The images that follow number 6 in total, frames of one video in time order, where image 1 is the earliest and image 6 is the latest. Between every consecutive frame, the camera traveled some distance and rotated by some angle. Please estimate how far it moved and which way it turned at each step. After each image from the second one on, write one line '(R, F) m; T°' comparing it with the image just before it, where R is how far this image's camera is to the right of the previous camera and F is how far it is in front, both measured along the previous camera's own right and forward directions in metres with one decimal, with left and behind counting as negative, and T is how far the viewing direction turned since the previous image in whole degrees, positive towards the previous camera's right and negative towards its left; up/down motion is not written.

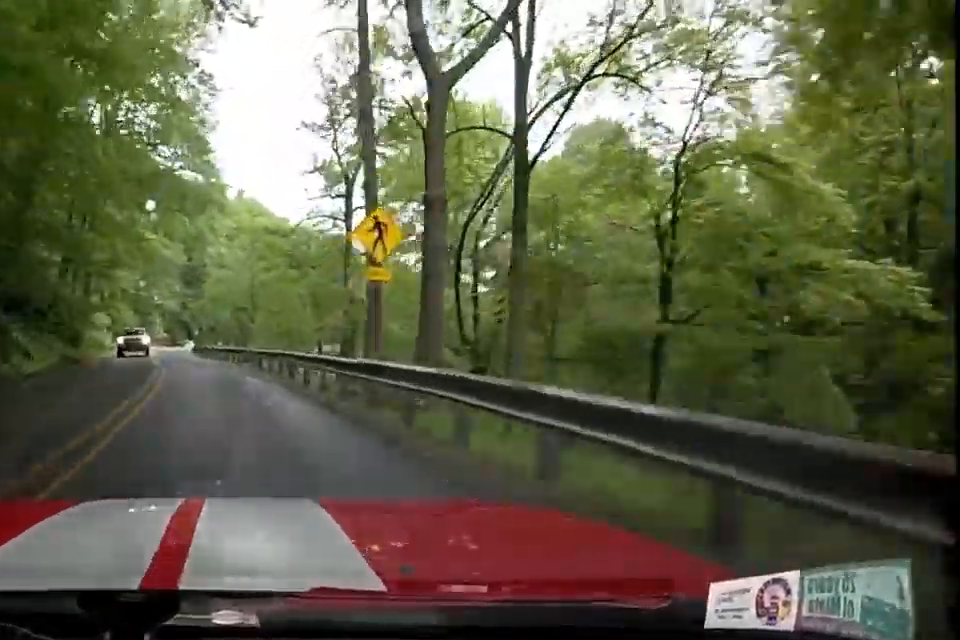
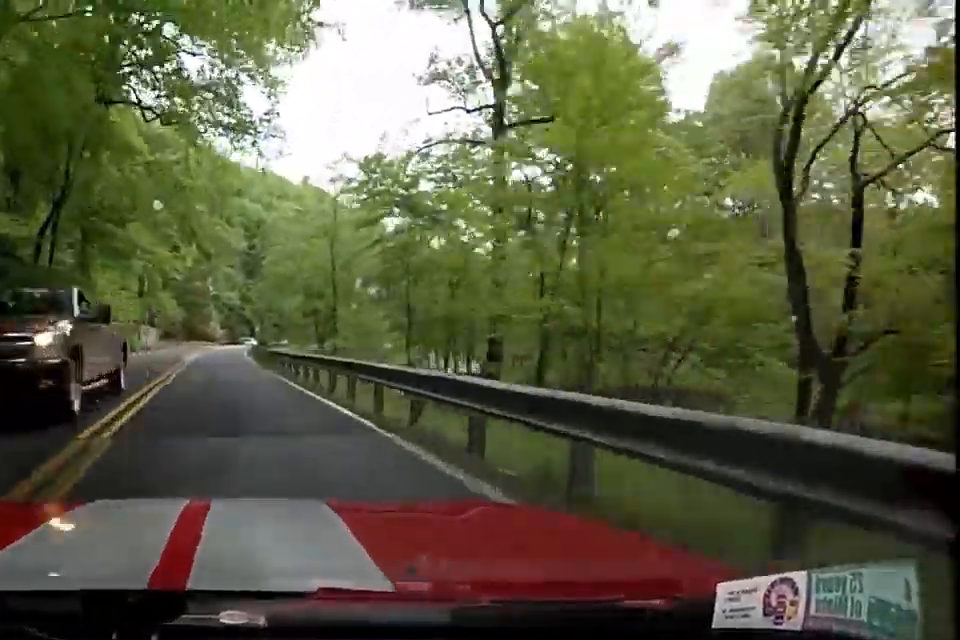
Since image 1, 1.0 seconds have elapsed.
(-0.3, +17.0) m; -1°
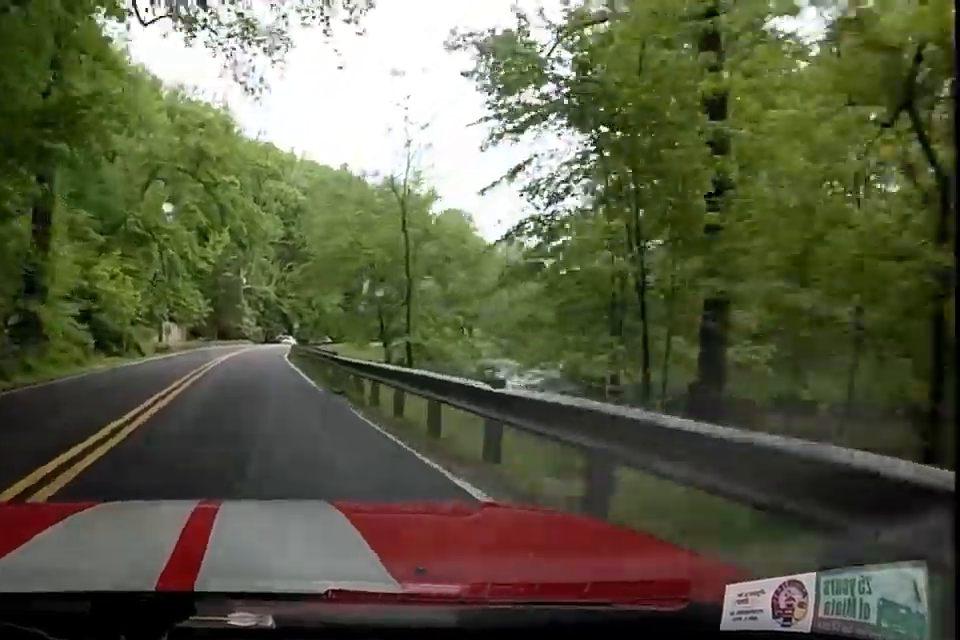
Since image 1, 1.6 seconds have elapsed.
(0.0, +11.6) m; -1°
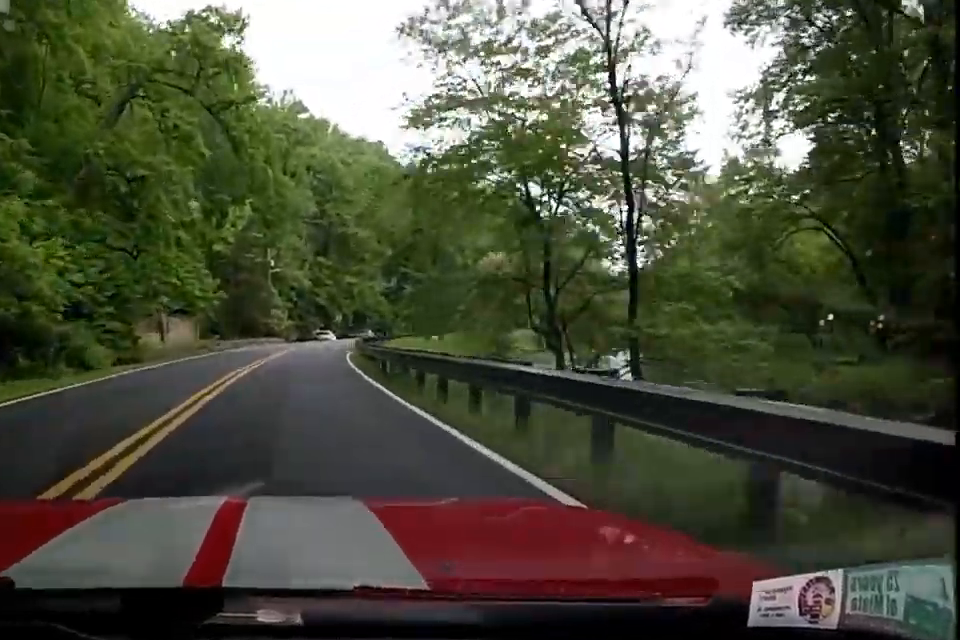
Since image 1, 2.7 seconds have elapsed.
(-0.5, +18.2) m; +1°
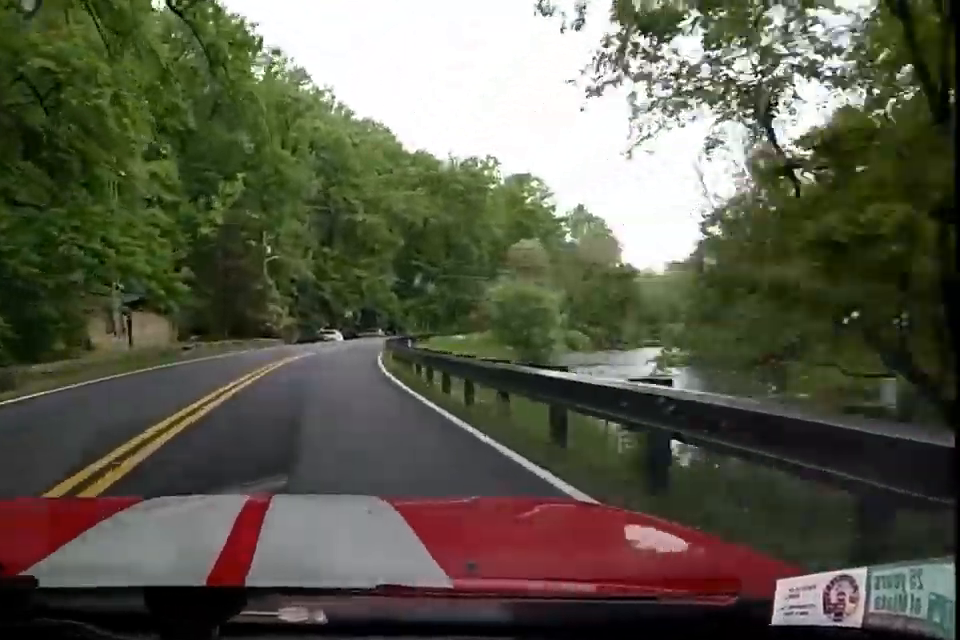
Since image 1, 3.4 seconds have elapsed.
(0.0, +11.8) m; +4°
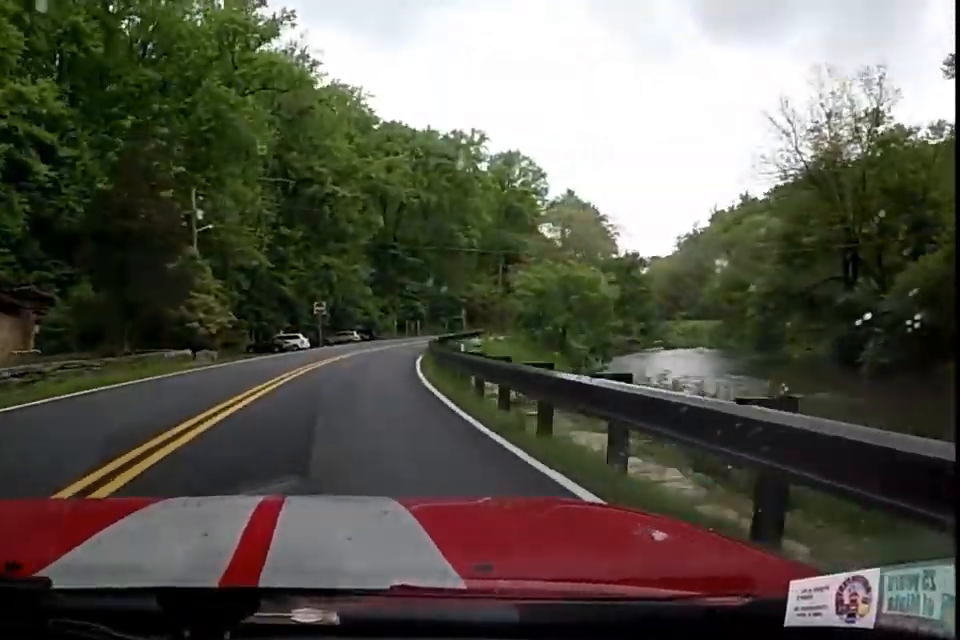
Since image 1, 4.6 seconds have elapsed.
(+2.3, +20.0) m; +11°
